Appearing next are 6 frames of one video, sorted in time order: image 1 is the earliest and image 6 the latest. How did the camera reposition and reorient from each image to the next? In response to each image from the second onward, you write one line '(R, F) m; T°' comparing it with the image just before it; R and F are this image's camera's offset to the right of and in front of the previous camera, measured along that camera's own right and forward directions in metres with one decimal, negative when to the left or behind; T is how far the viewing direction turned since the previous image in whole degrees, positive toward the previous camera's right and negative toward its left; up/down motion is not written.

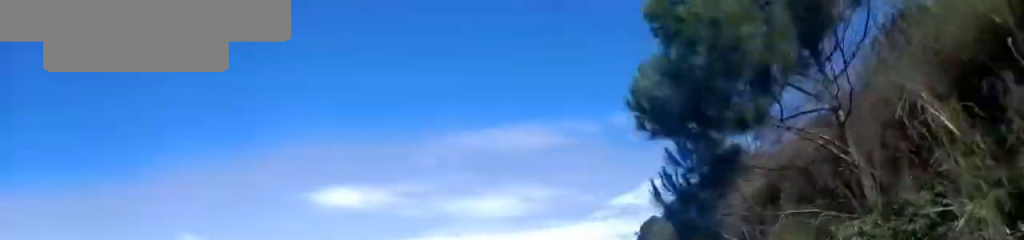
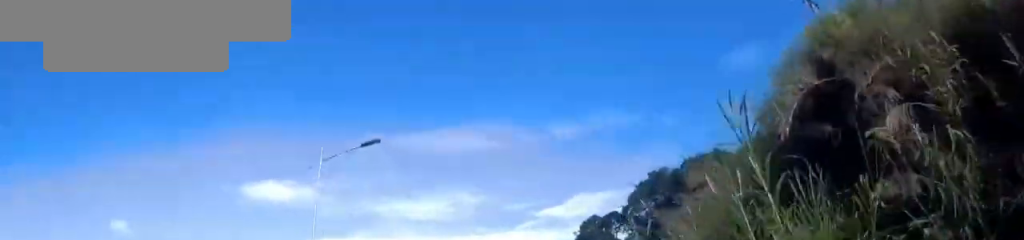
(+0.7, +13.5) m; +8°
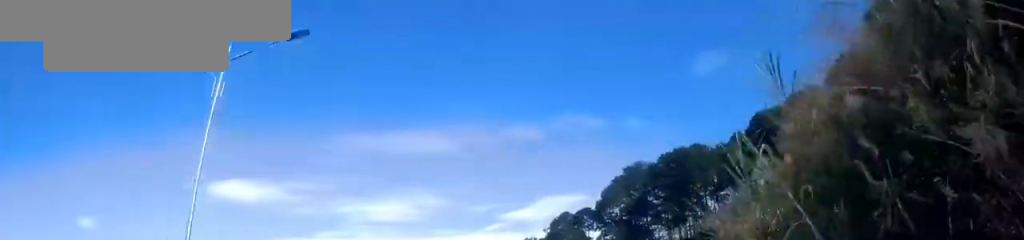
(+0.3, +5.9) m; +5°
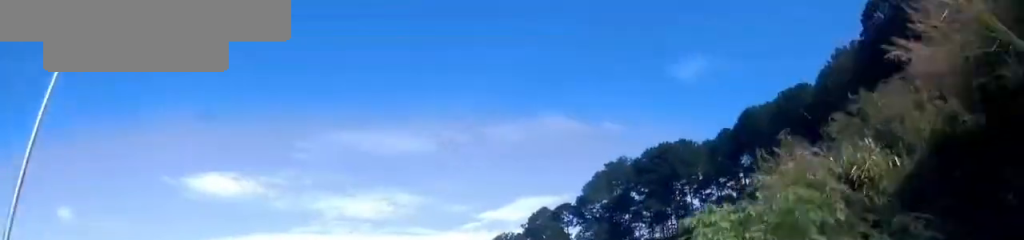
(+0.2, +4.3) m; +3°
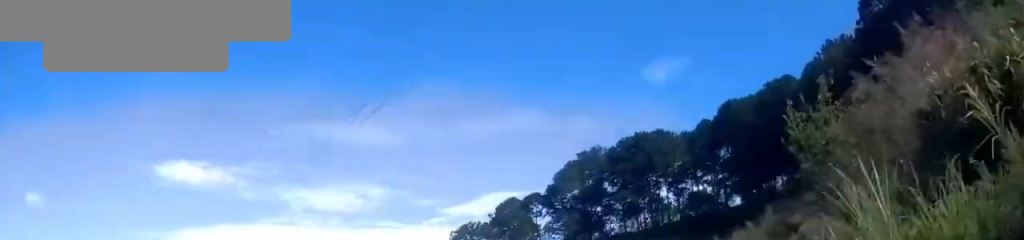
(+0.2, +5.3) m; +3°
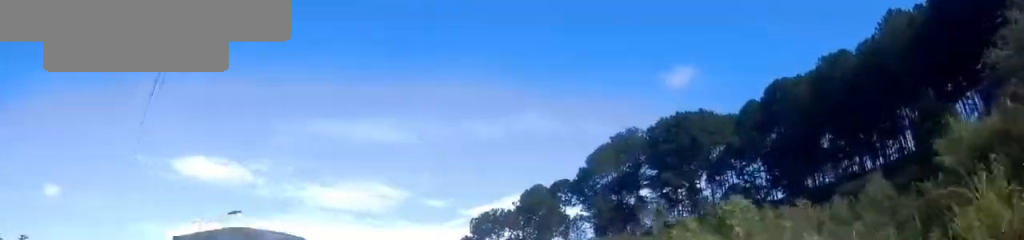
(+0.4, +12.2) m; +2°
